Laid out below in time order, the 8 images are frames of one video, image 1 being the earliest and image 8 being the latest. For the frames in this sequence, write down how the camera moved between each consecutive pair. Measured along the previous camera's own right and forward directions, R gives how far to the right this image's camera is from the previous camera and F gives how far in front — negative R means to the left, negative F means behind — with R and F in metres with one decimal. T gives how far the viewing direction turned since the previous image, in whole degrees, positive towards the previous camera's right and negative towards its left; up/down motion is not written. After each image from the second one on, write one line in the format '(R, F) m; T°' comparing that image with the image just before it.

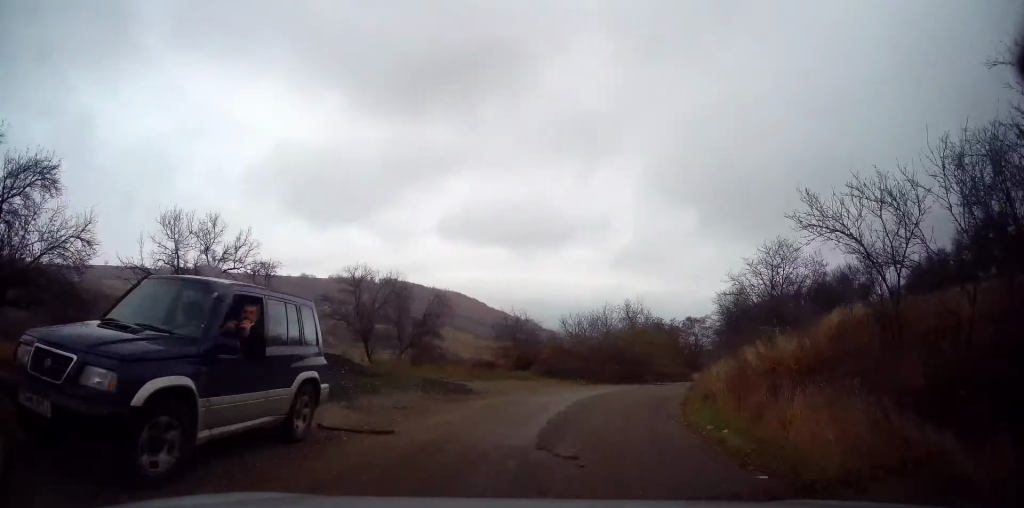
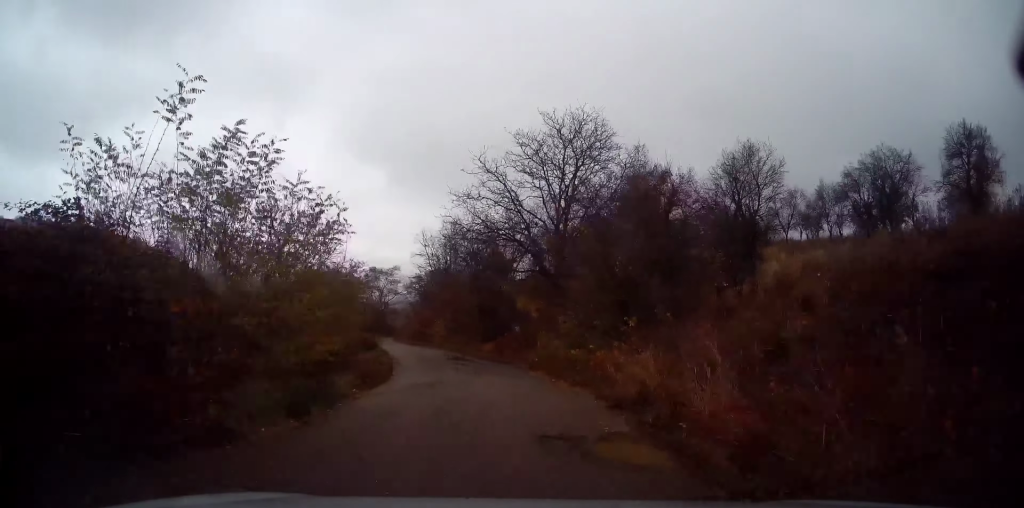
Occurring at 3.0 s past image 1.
(+5.9, +22.8) m; +27°
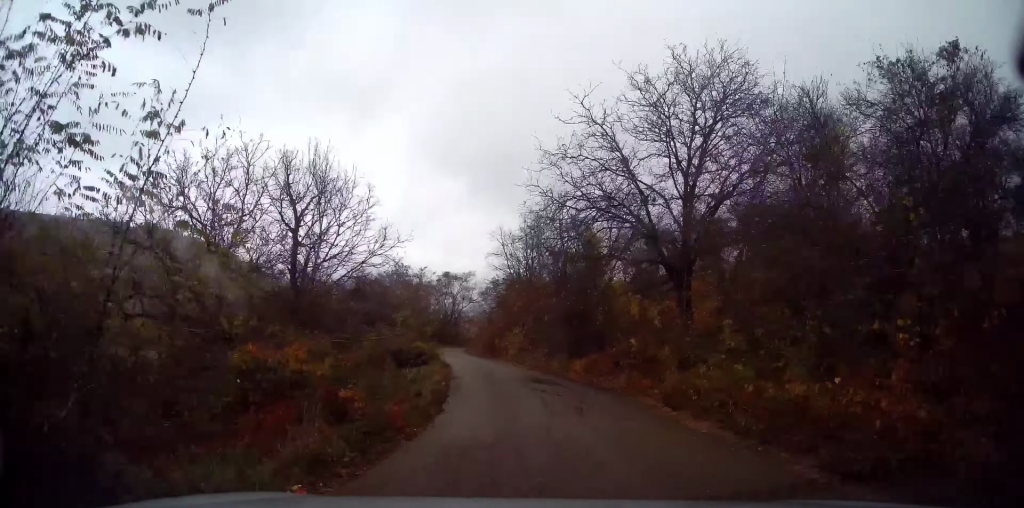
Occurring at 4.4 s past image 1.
(-0.2, +8.6) m; -1°
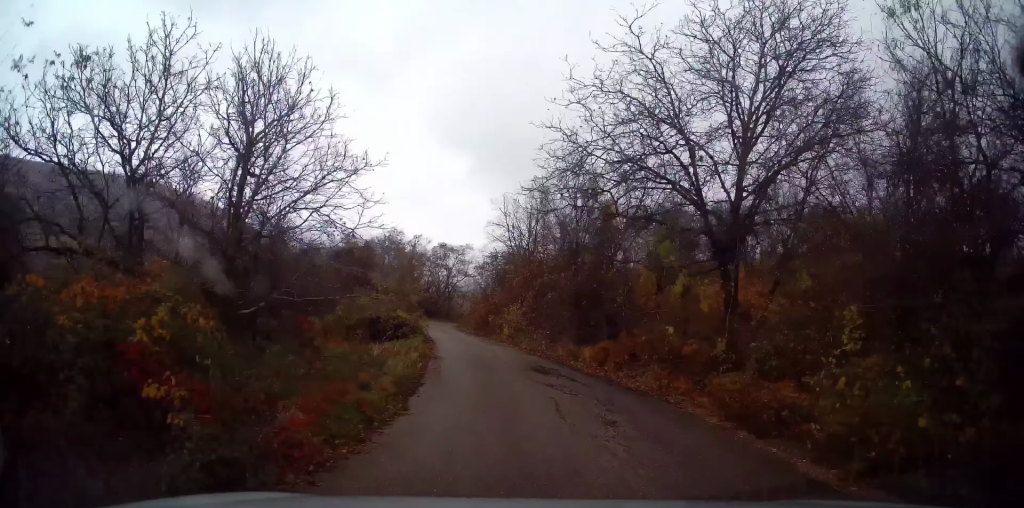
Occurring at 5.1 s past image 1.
(0.0, +4.5) m; -1°
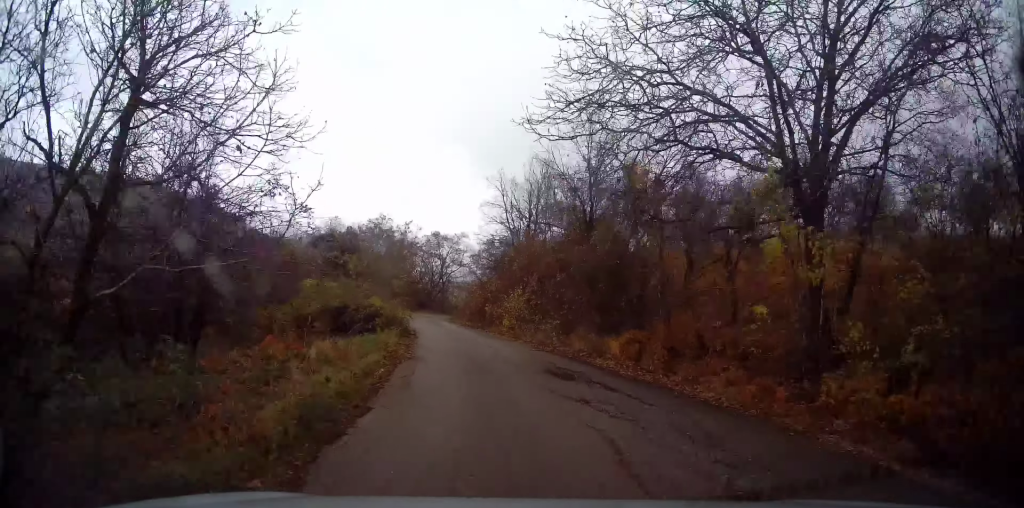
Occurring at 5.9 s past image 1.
(0.0, +5.1) m; -3°
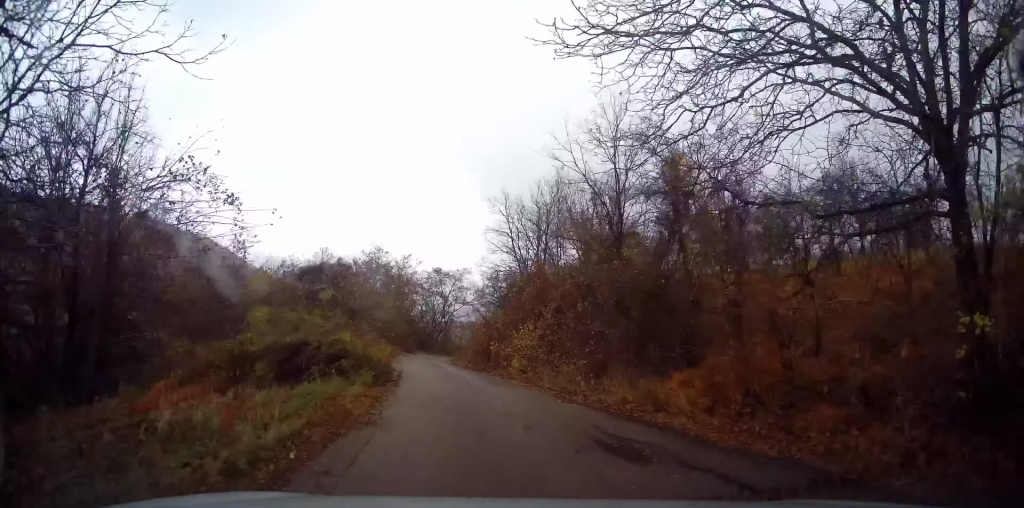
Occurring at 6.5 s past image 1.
(-0.2, +4.6) m; -1°
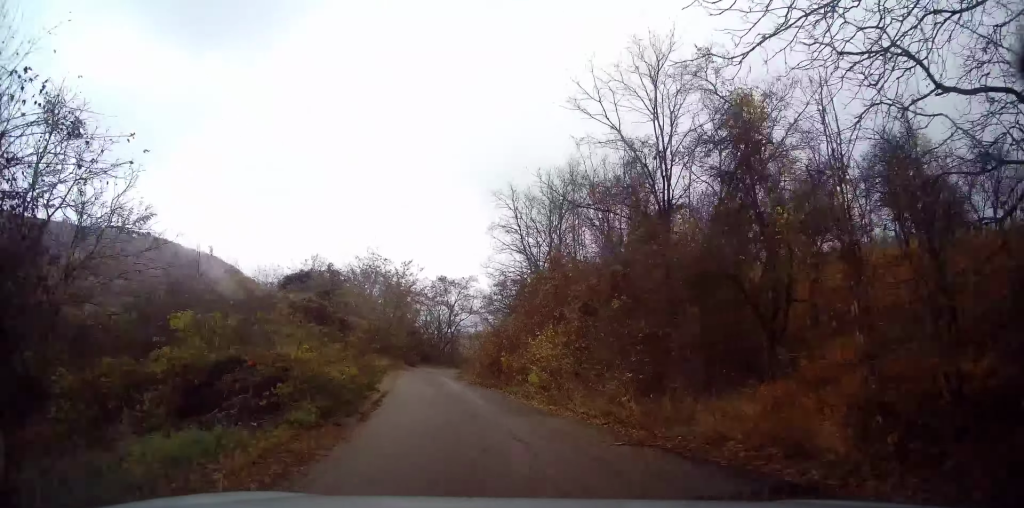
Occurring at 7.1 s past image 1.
(-0.1, +4.0) m; -1°
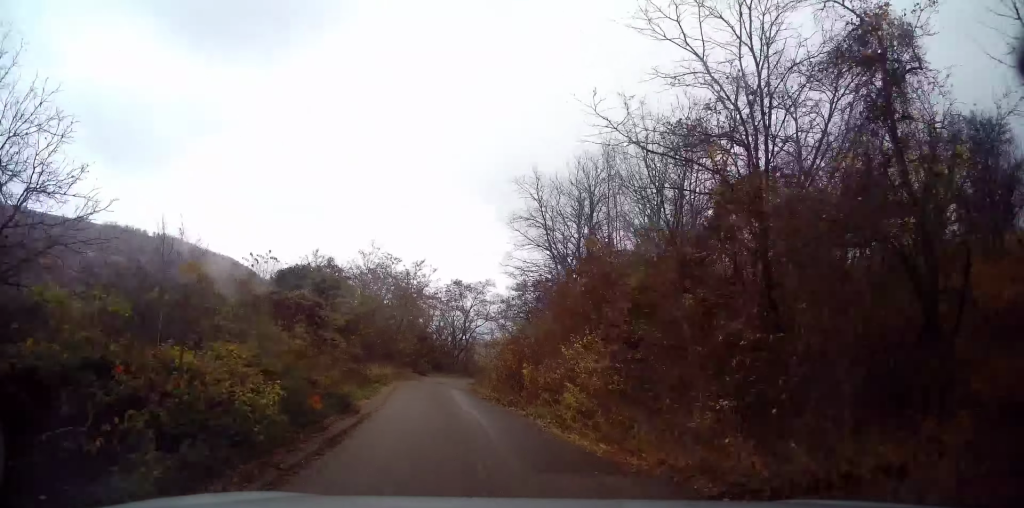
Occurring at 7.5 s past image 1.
(+0.2, +4.0) m; -3°
